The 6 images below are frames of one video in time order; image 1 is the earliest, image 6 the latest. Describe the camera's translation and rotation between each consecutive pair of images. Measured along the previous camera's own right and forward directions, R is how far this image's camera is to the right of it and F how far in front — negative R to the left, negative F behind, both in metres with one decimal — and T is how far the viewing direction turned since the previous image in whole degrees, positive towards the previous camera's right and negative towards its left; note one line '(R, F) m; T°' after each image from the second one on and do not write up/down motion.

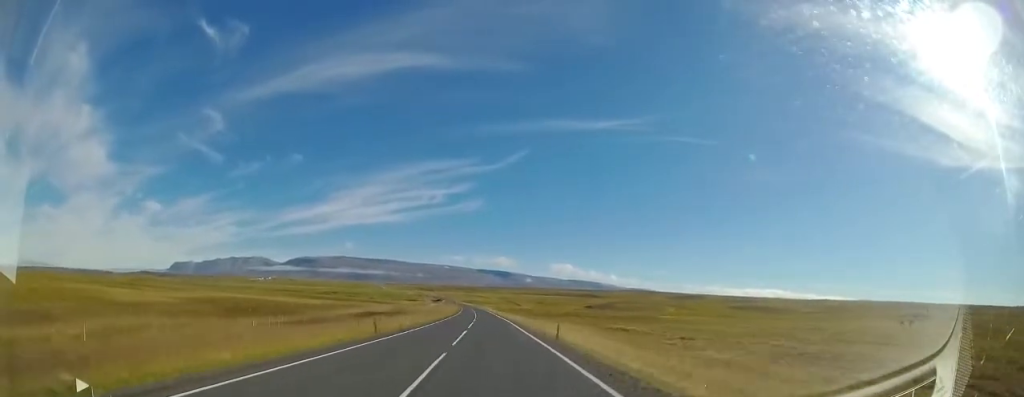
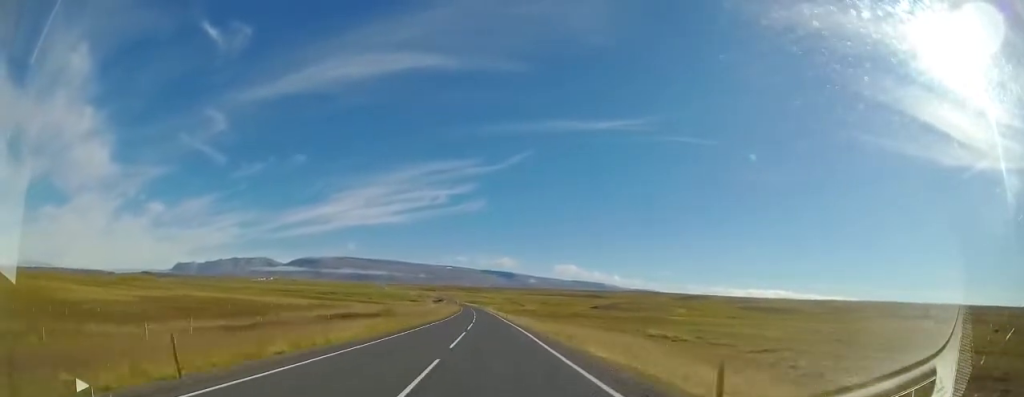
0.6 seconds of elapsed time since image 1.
(0.0, +12.9) m; -1°
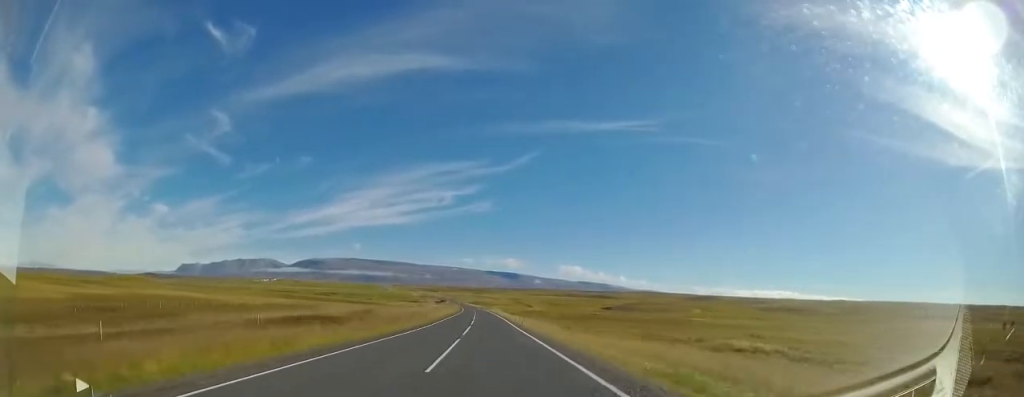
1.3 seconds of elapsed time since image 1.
(-0.1, +17.5) m; -1°
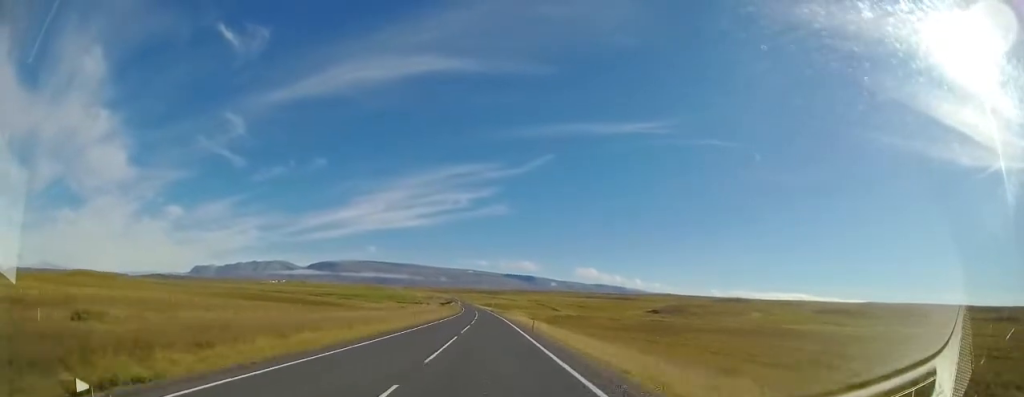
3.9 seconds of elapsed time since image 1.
(-0.9, +59.4) m; -2°
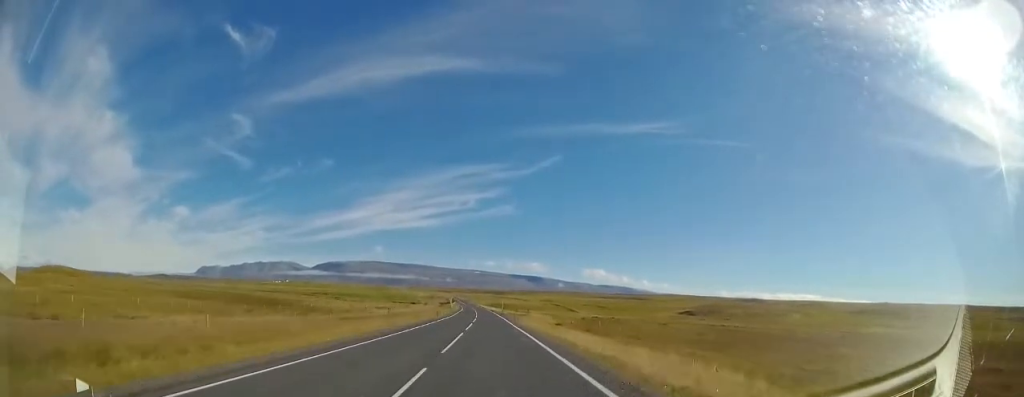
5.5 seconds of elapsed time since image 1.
(-0.8, +34.9) m; -2°
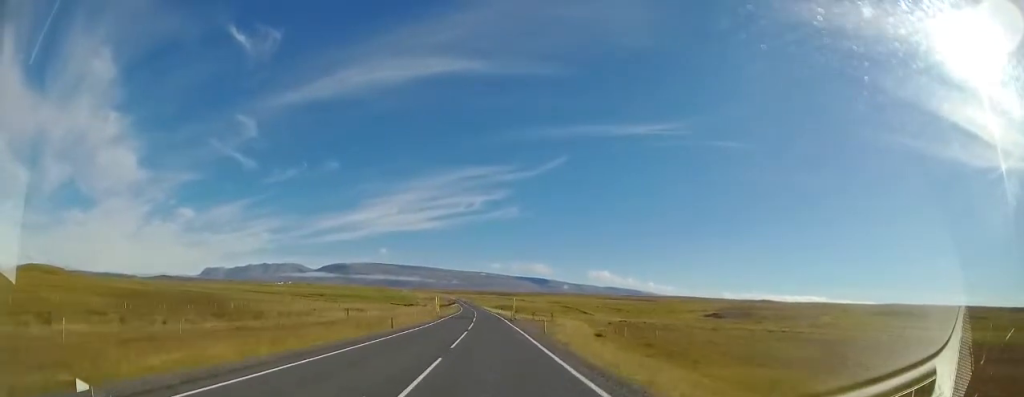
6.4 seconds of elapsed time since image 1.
(0.0, +21.9) m; -1°
